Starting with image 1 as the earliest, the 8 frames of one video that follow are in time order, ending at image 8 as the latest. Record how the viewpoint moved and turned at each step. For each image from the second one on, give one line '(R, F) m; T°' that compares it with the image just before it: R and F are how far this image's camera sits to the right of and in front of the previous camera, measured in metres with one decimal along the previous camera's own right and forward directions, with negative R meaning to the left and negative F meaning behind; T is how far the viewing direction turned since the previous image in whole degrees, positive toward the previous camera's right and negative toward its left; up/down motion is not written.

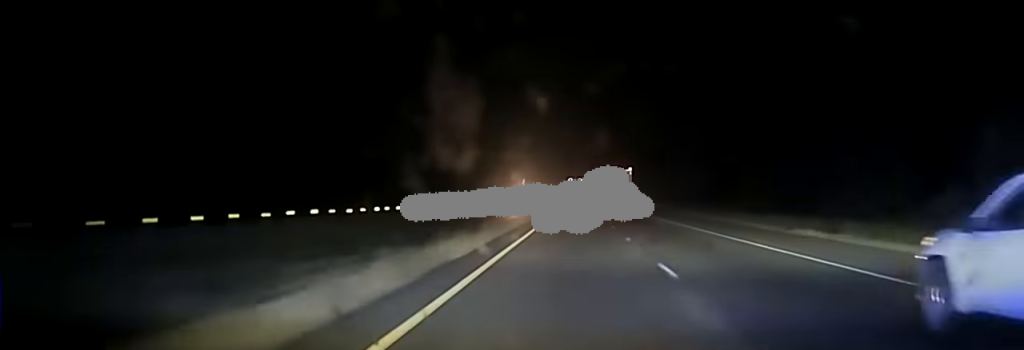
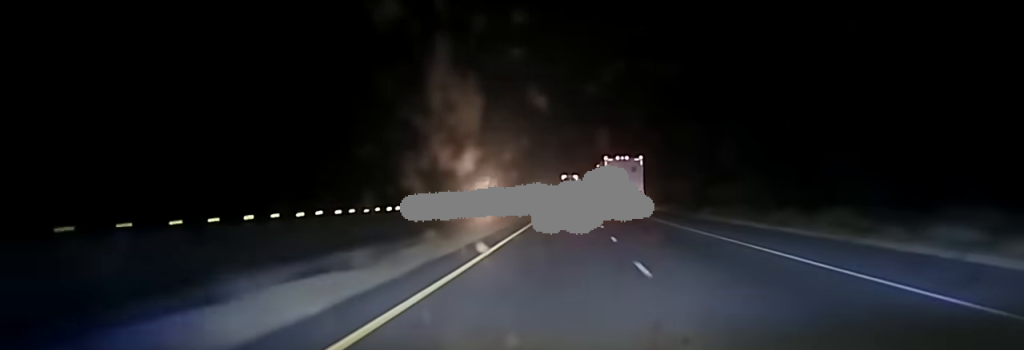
(+0.5, +84.8) m; 0°
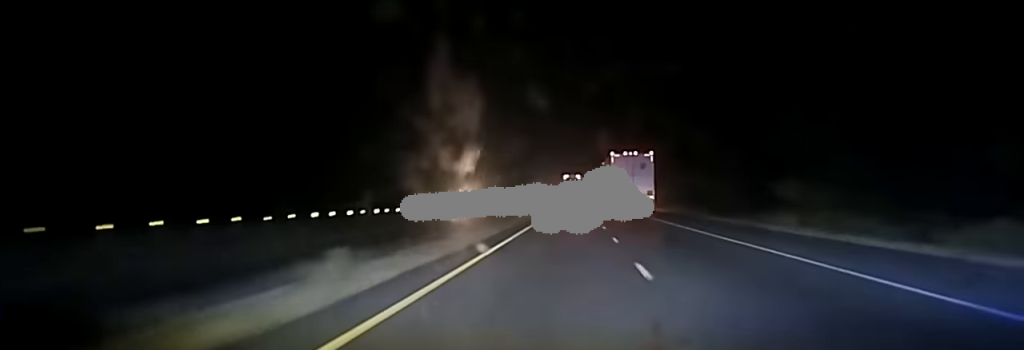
(0.0, +23.6) m; 0°
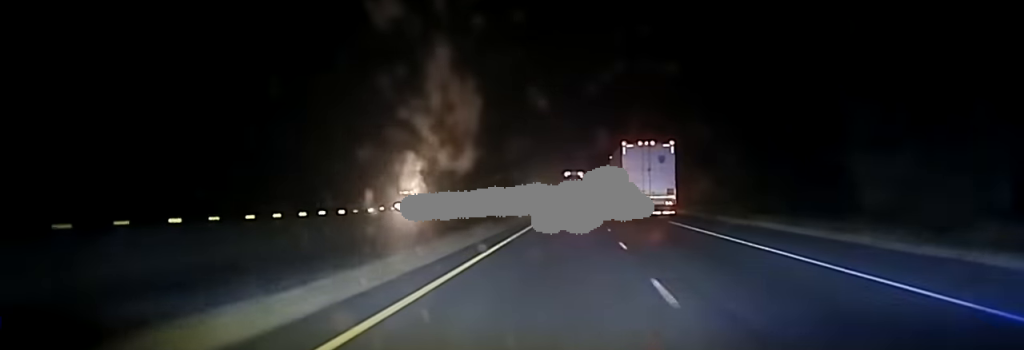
(-0.1, +39.9) m; -1°
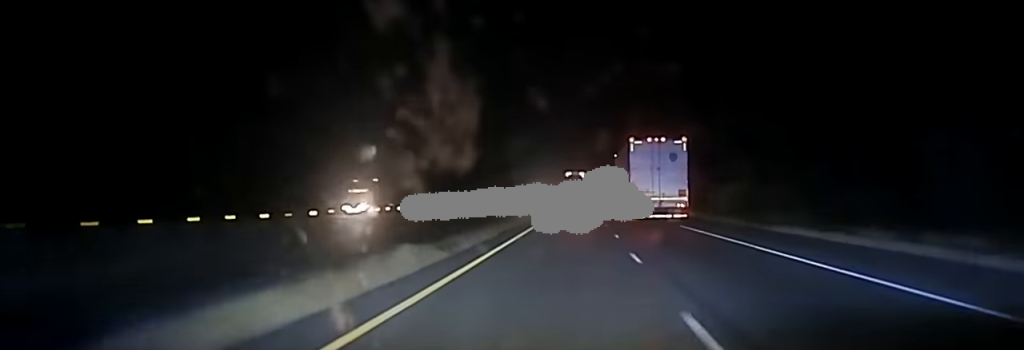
(-0.2, +16.4) m; 0°
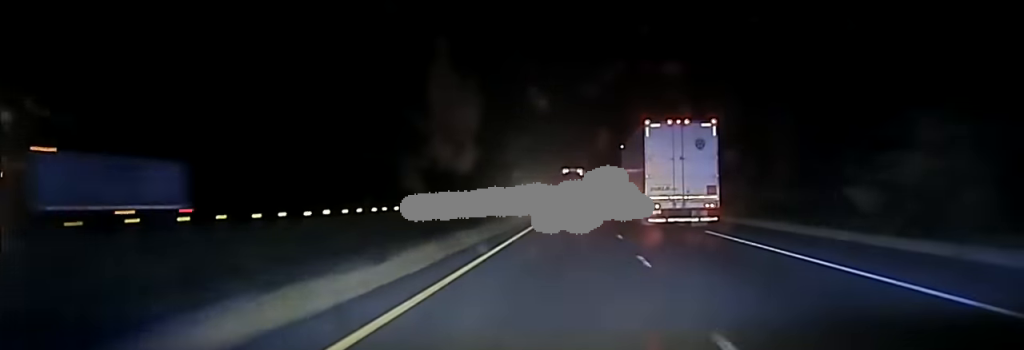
(+0.2, +35.9) m; 0°
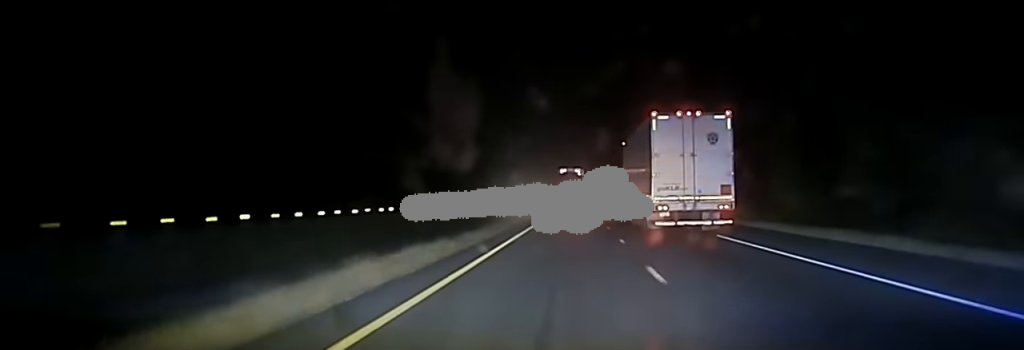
(+0.1, +14.6) m; 0°
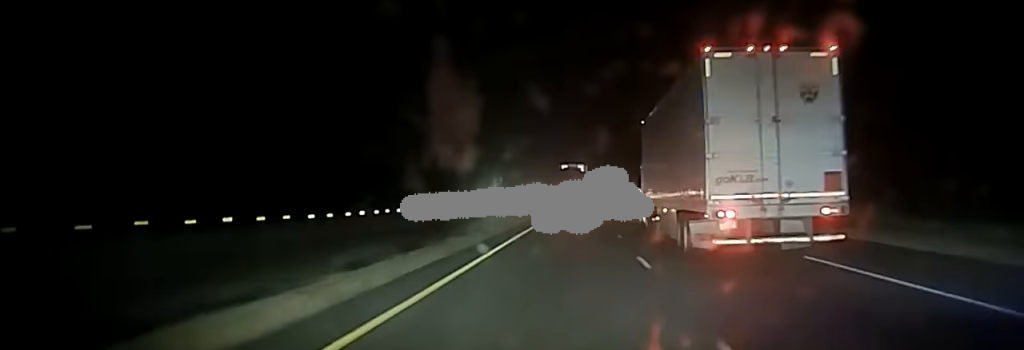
(-0.2, +53.7) m; 0°
